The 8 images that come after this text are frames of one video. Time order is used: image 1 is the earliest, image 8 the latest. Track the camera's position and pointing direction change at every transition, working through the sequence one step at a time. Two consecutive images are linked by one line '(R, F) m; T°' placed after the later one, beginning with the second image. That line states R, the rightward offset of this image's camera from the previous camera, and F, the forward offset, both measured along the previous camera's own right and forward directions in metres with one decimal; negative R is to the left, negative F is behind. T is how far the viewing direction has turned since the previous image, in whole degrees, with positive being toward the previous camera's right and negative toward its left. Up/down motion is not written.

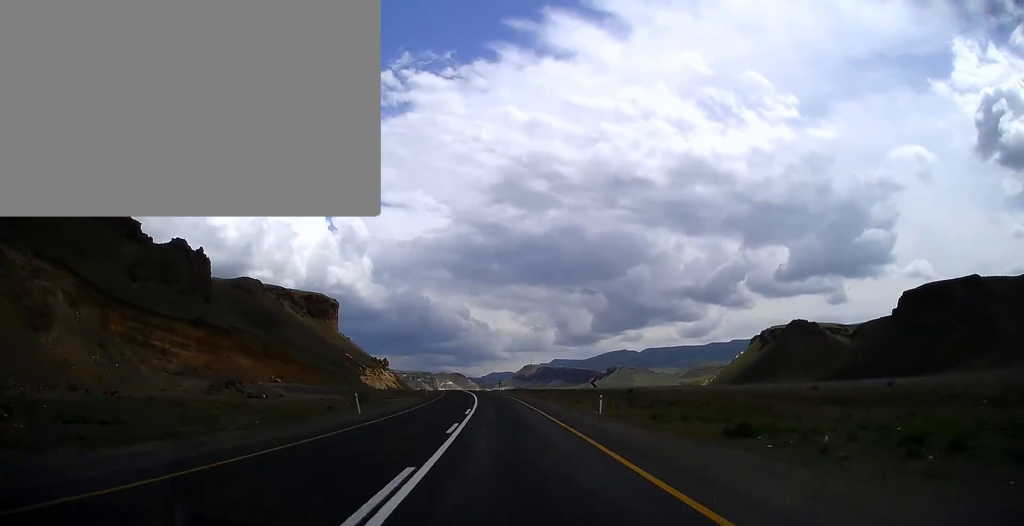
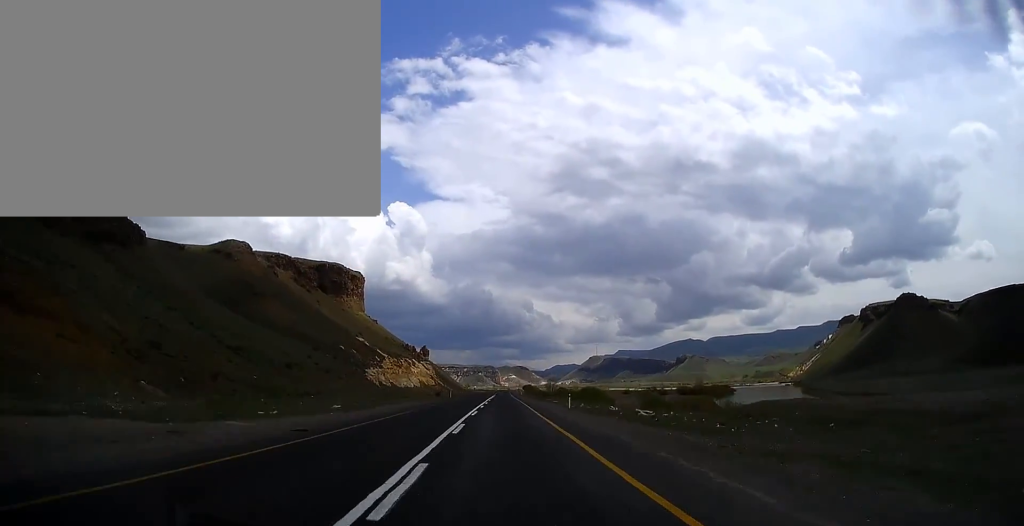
(-4.8, +143.1) m; -2°
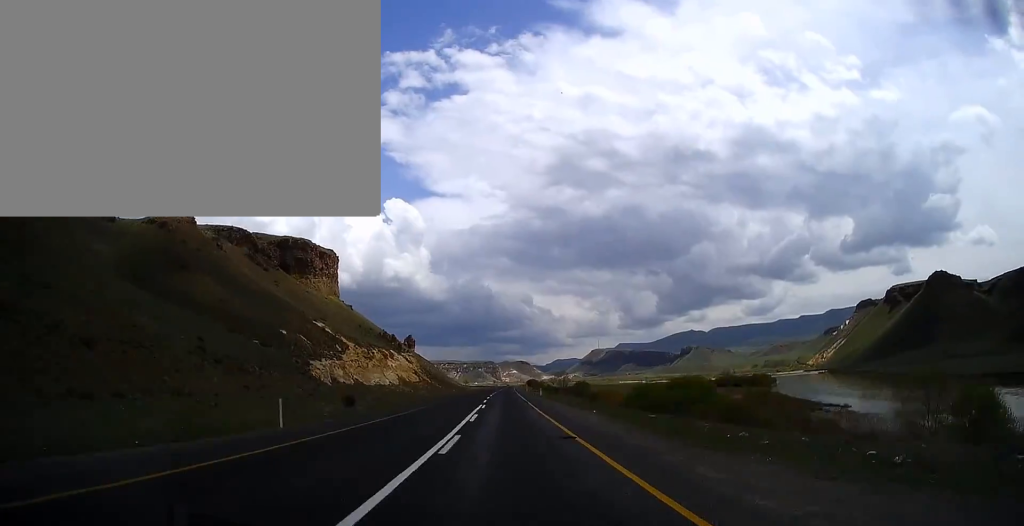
(-1.5, +78.4) m; 0°
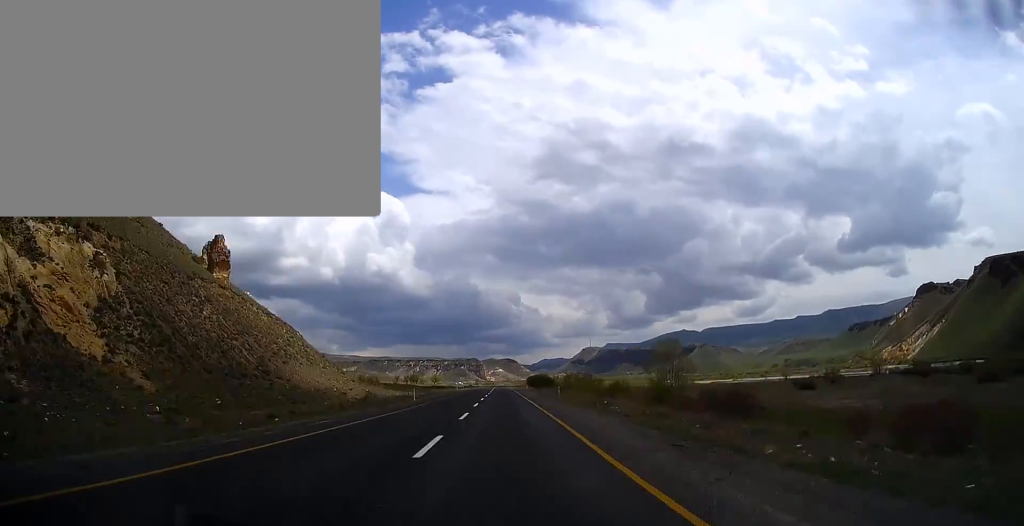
(+0.3, +264.8) m; 0°
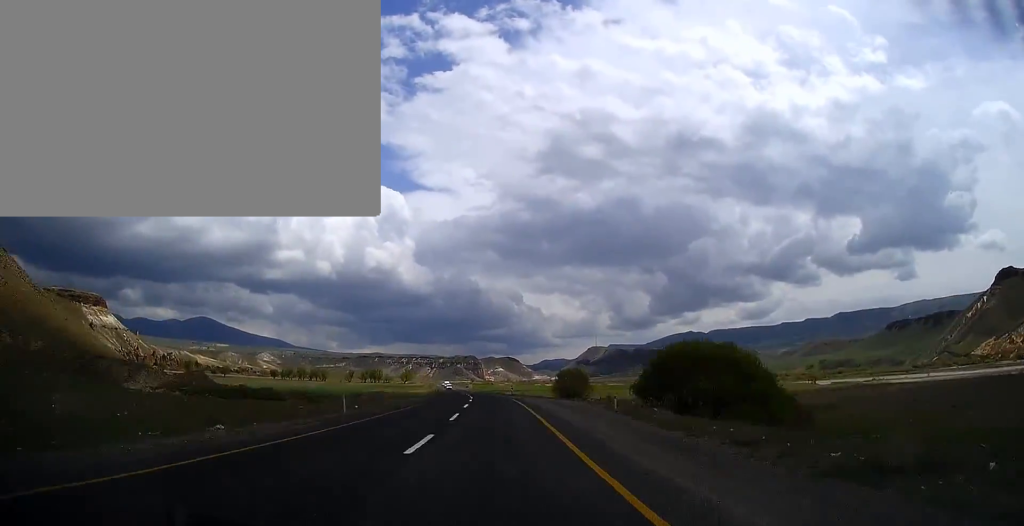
(-2.3, +214.6) m; -2°
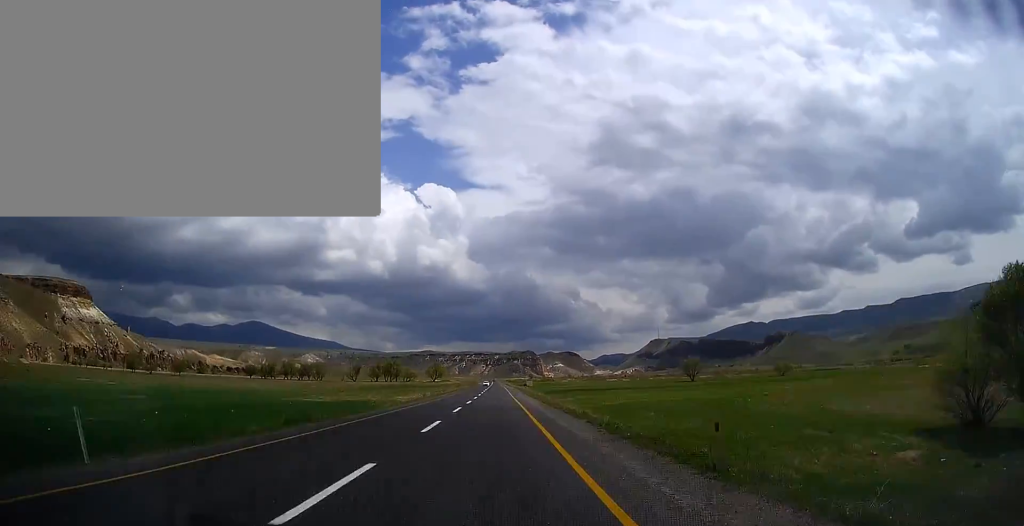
(-2.9, +137.7) m; -2°
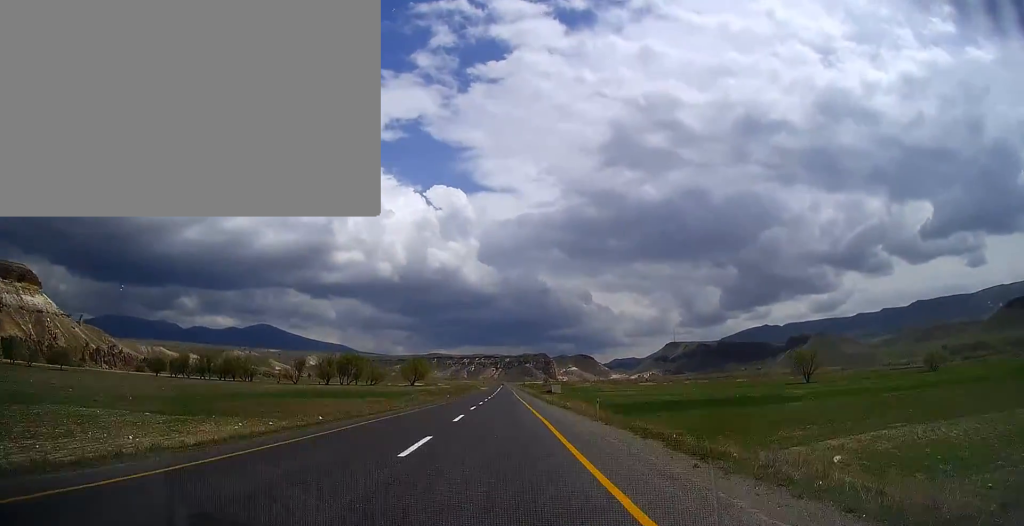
(-1.3, +56.2) m; -1°
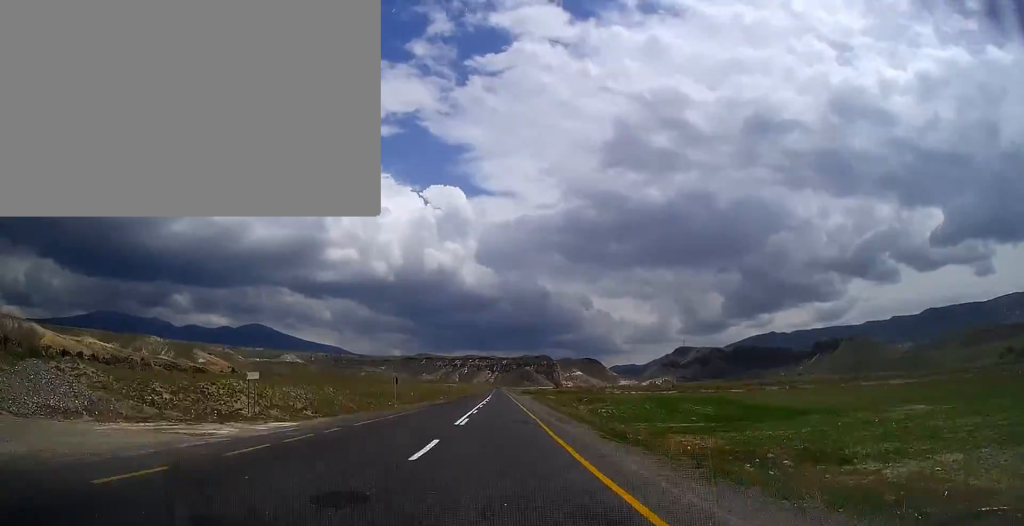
(-2.1, +306.7) m; -1°
